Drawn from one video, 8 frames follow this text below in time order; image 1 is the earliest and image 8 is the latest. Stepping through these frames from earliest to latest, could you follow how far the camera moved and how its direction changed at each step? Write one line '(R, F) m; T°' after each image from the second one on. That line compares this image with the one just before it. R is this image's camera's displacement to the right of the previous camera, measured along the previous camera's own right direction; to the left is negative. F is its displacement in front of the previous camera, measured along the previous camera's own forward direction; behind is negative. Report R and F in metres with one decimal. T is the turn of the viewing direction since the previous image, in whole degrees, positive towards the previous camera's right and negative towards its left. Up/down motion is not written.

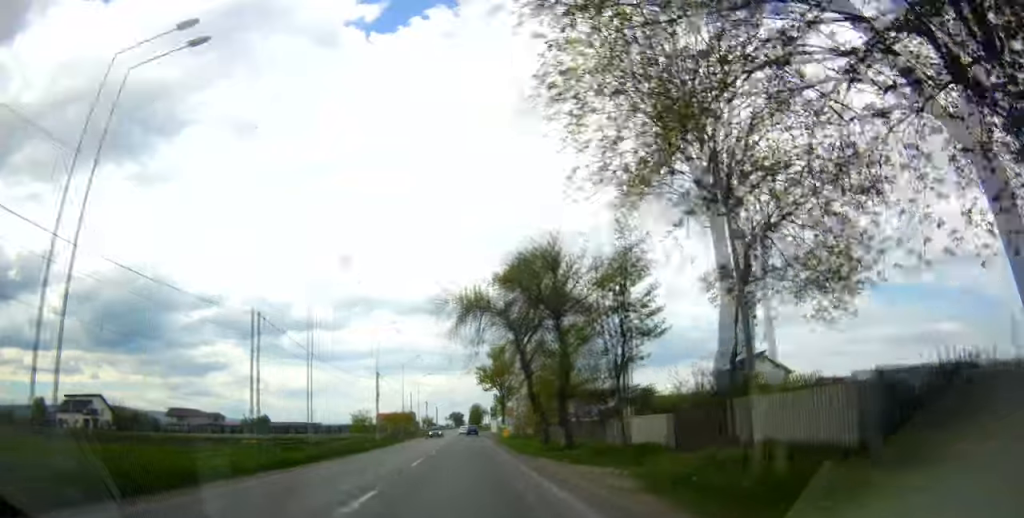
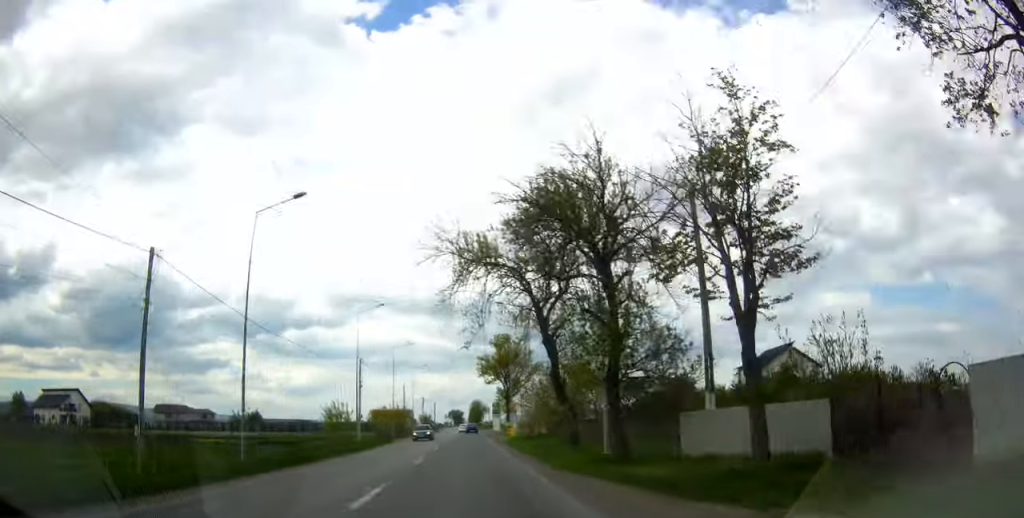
(-0.2, +10.7) m; 0°
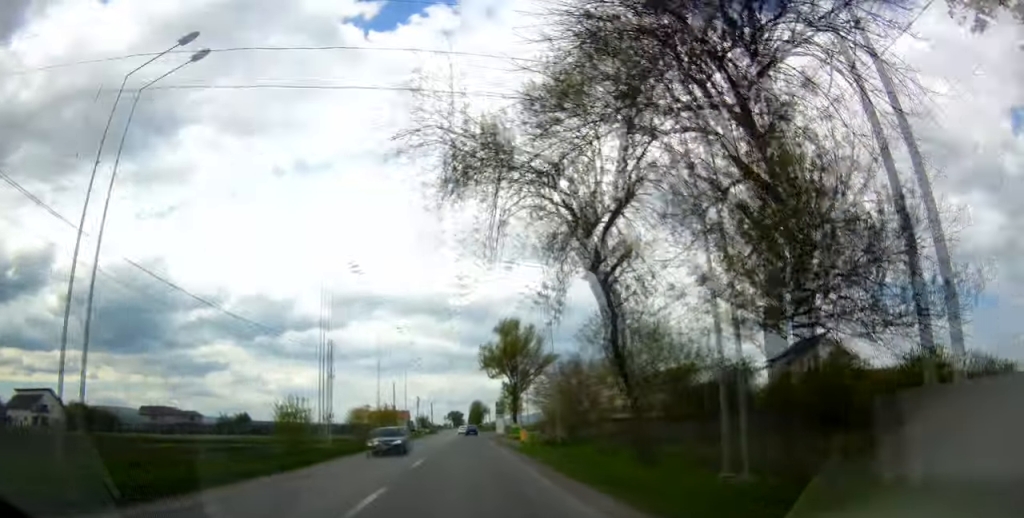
(-0.3, +11.7) m; 0°
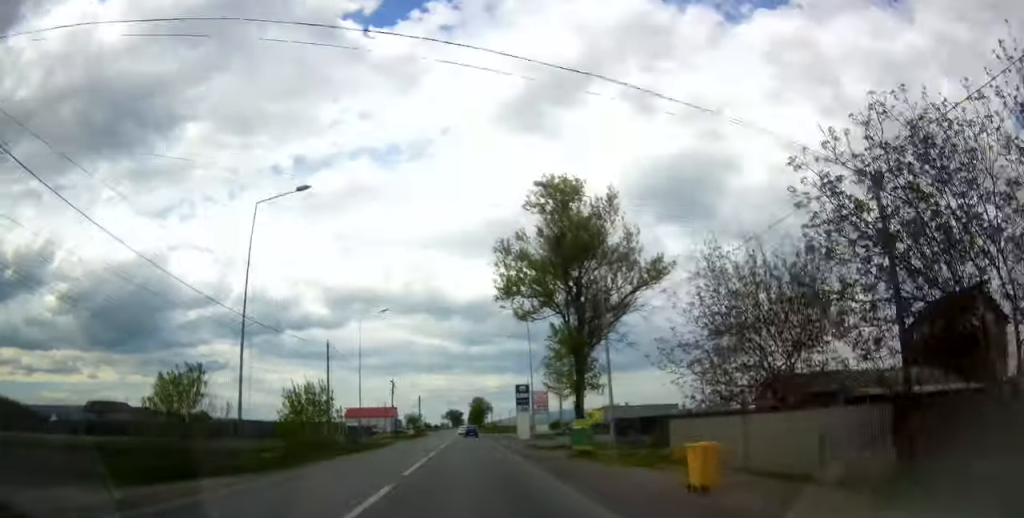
(+1.1, +37.7) m; +2°
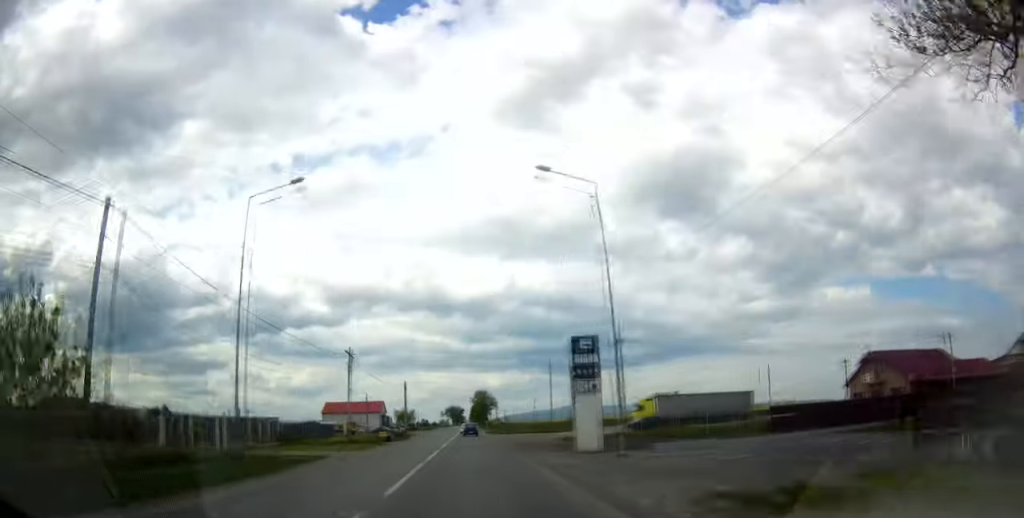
(-0.2, +28.0) m; 0°
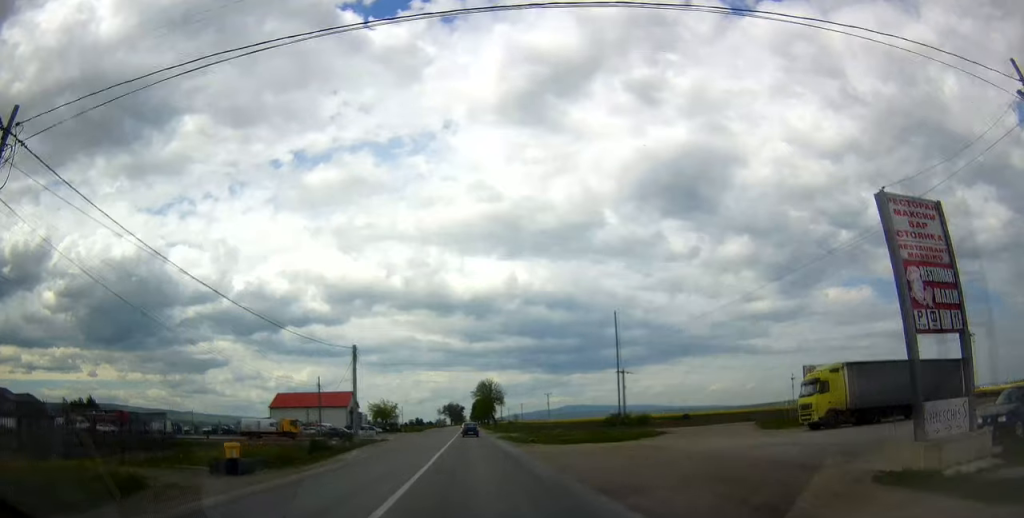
(+0.6, +39.7) m; +1°
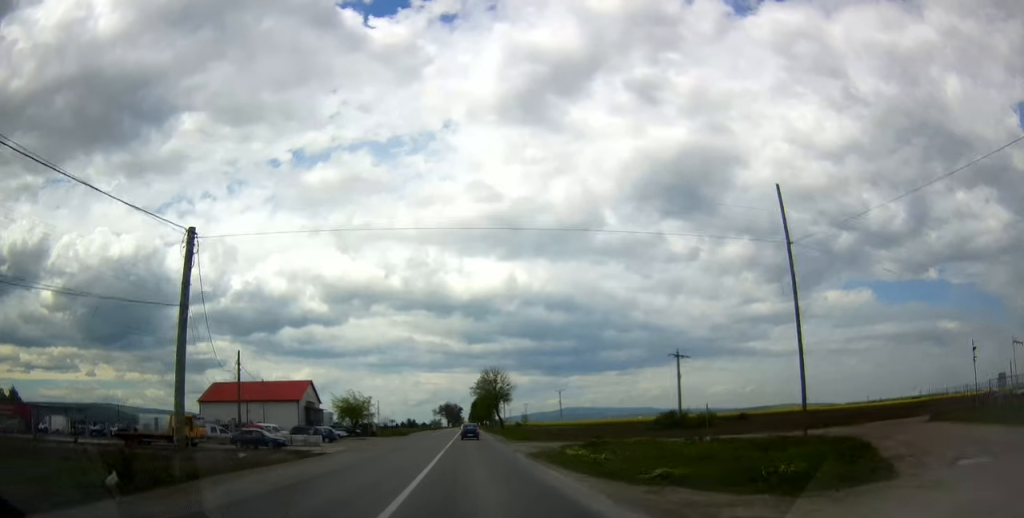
(-0.2, +29.4) m; 0°
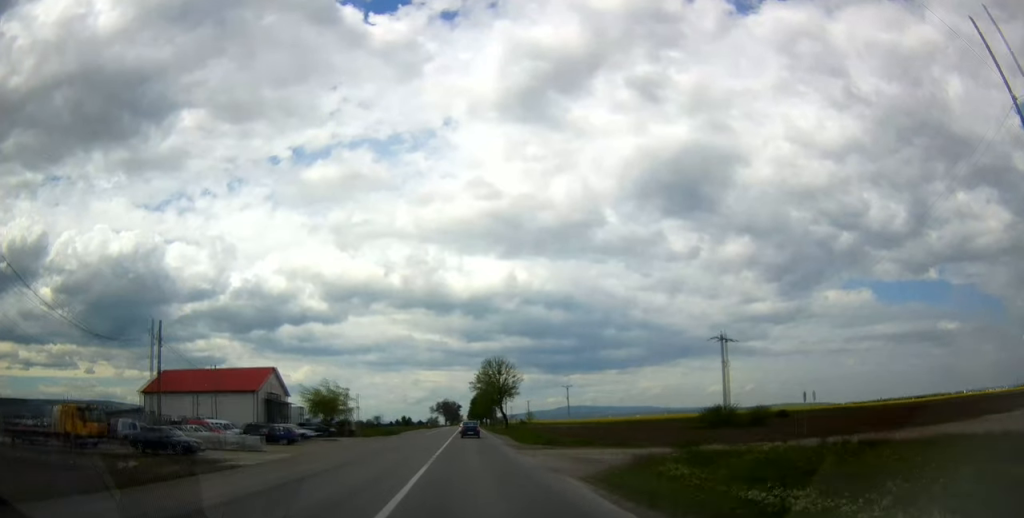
(+0.1, +15.3) m; +1°
